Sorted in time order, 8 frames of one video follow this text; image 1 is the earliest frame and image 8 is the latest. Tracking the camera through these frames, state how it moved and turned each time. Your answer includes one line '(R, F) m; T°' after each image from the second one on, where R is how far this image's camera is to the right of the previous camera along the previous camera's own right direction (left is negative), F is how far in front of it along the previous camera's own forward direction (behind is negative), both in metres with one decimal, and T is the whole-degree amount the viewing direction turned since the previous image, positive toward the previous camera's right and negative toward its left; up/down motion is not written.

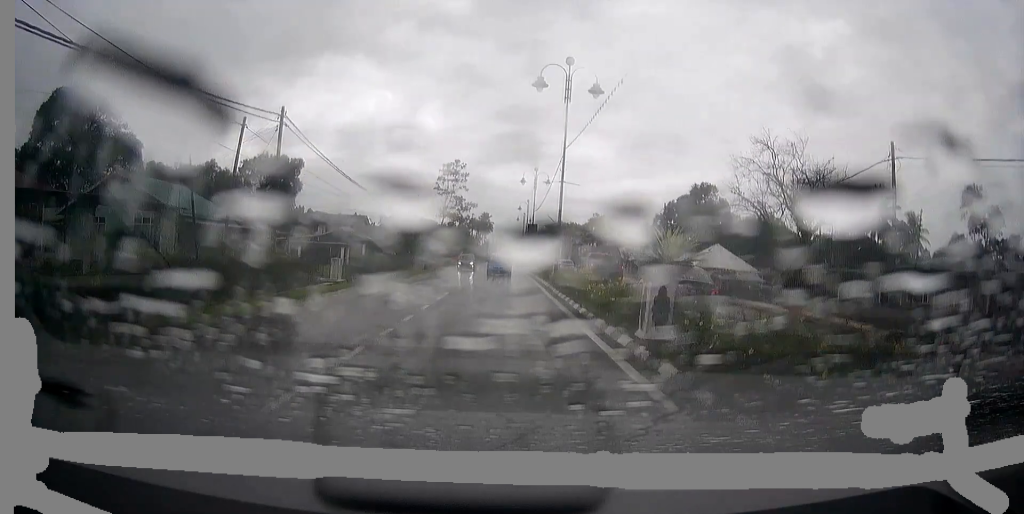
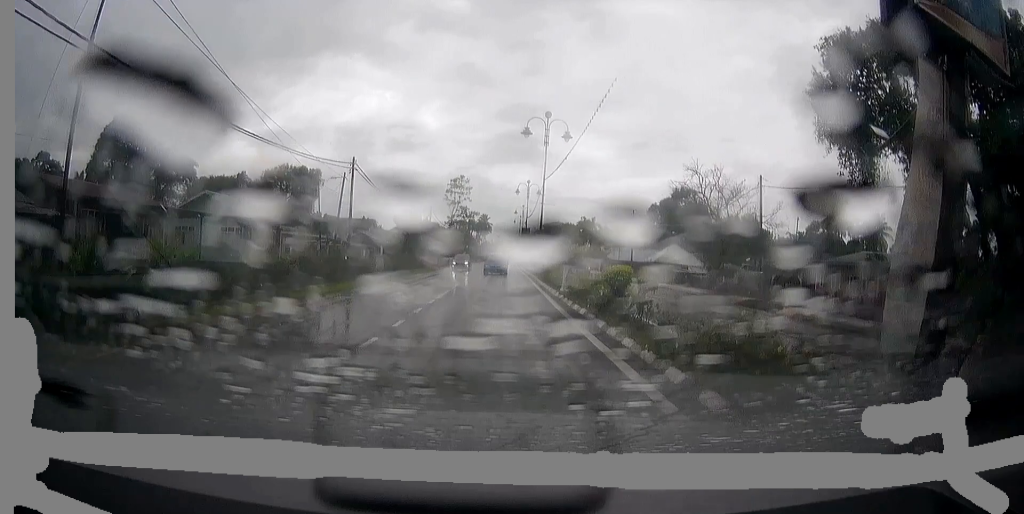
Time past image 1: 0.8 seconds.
(+0.1, +11.5) m; 0°
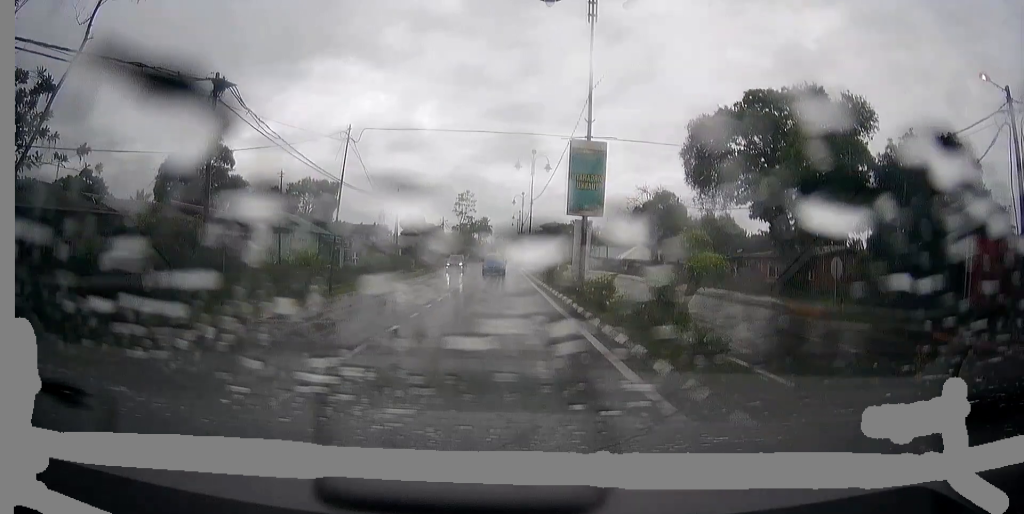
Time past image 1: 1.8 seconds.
(0.0, +16.0) m; 0°
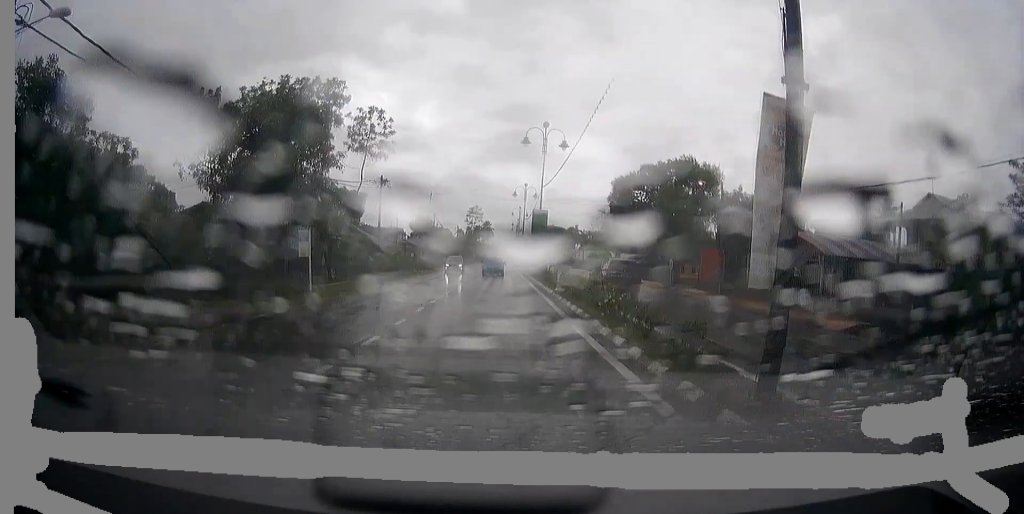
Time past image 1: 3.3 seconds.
(-0.1, +24.9) m; 0°
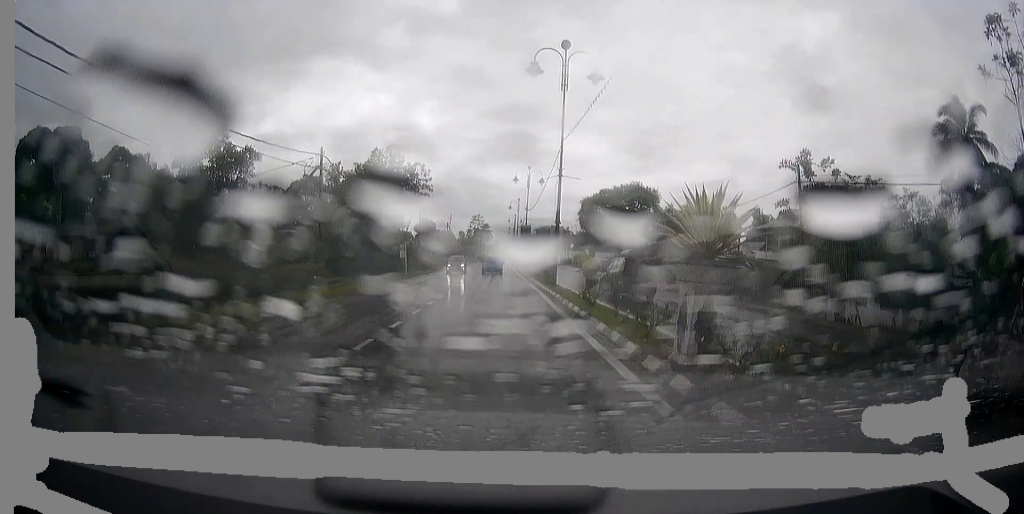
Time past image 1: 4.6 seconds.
(-0.1, +22.0) m; 0°
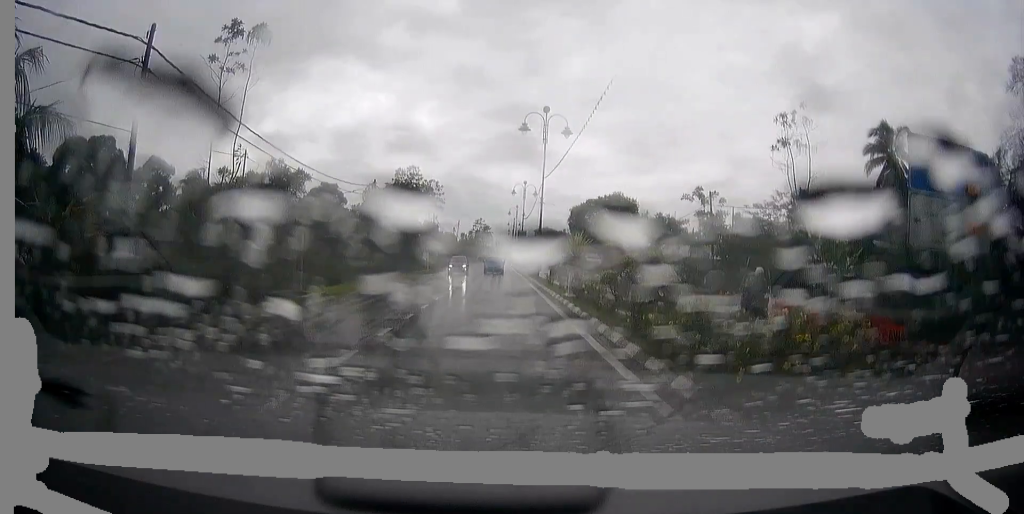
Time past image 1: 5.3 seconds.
(0.0, +12.2) m; 0°
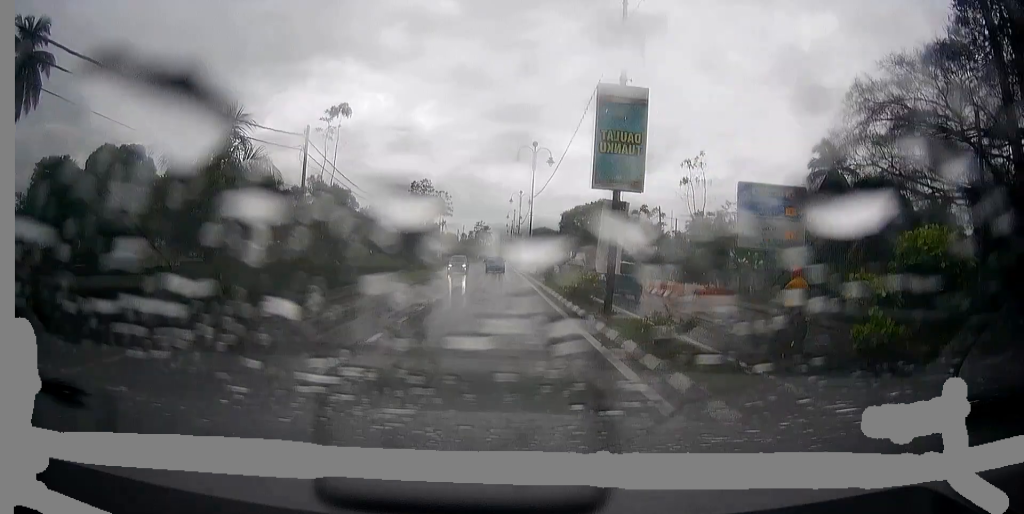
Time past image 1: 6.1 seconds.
(0.0, +13.6) m; 0°
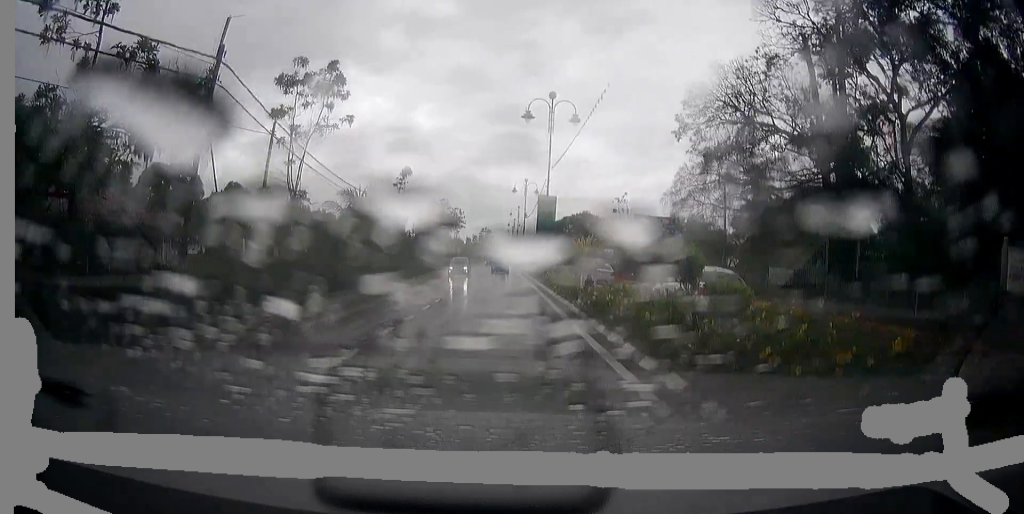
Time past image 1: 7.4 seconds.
(0.0, +23.3) m; 0°
